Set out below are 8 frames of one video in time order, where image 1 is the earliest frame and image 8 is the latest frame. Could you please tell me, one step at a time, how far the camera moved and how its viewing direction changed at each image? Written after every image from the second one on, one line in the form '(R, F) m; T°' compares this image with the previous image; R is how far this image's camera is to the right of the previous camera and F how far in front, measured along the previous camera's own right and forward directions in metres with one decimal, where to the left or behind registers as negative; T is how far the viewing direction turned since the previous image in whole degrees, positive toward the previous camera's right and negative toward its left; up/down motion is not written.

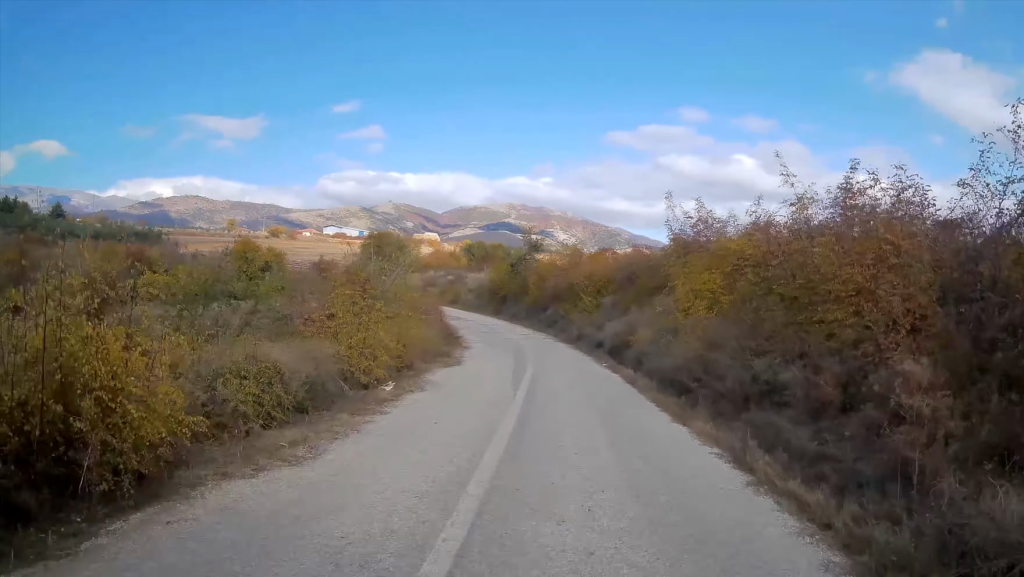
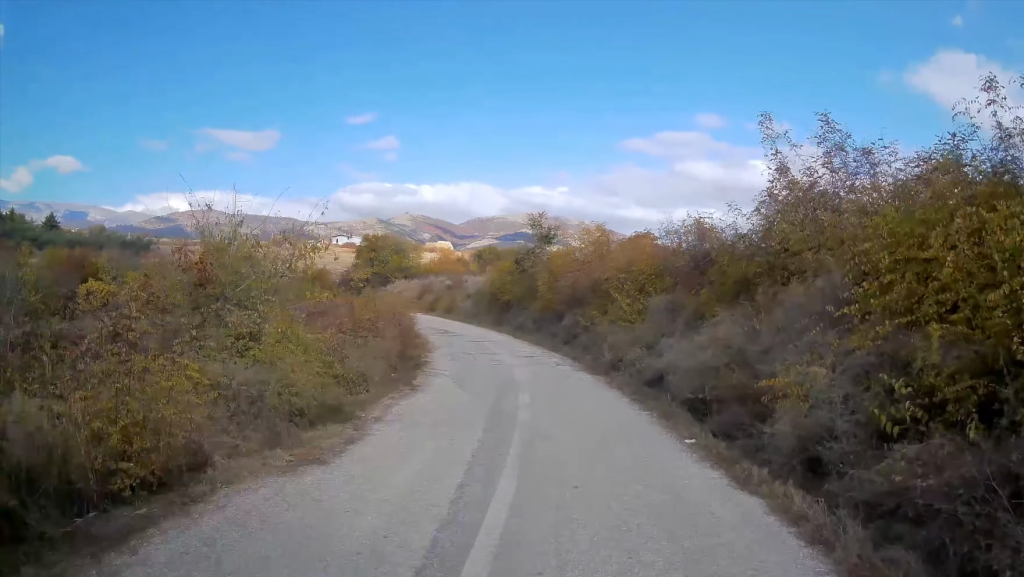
(-0.2, +11.2) m; -3°
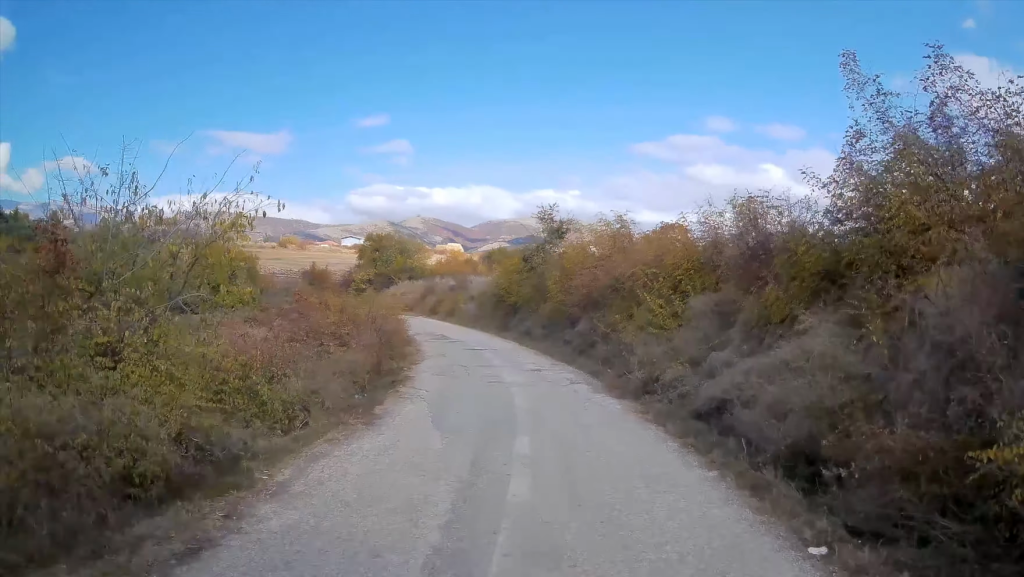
(0.0, +4.0) m; -1°
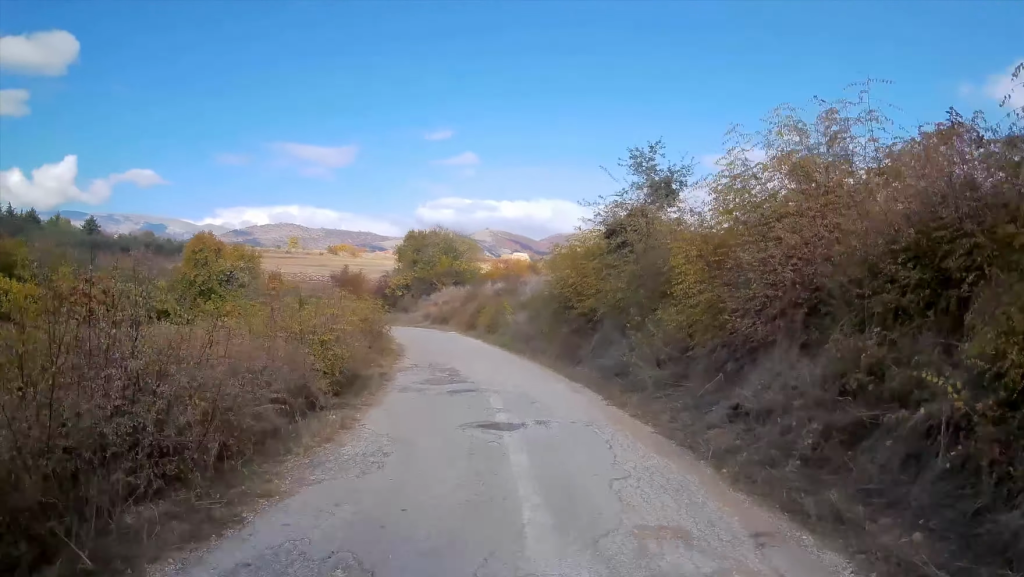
(-0.7, +14.3) m; -5°
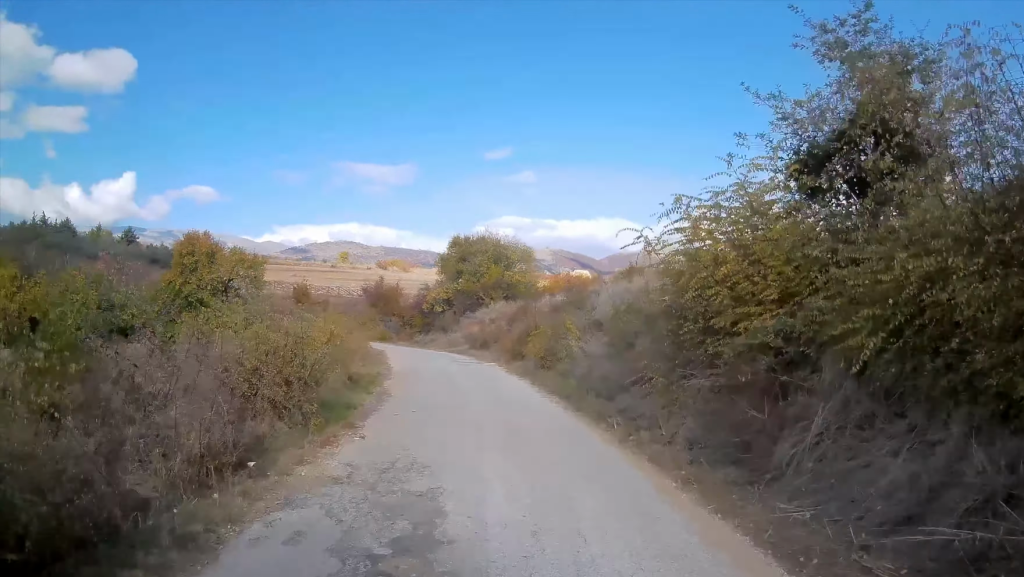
(-0.4, +10.4) m; -6°
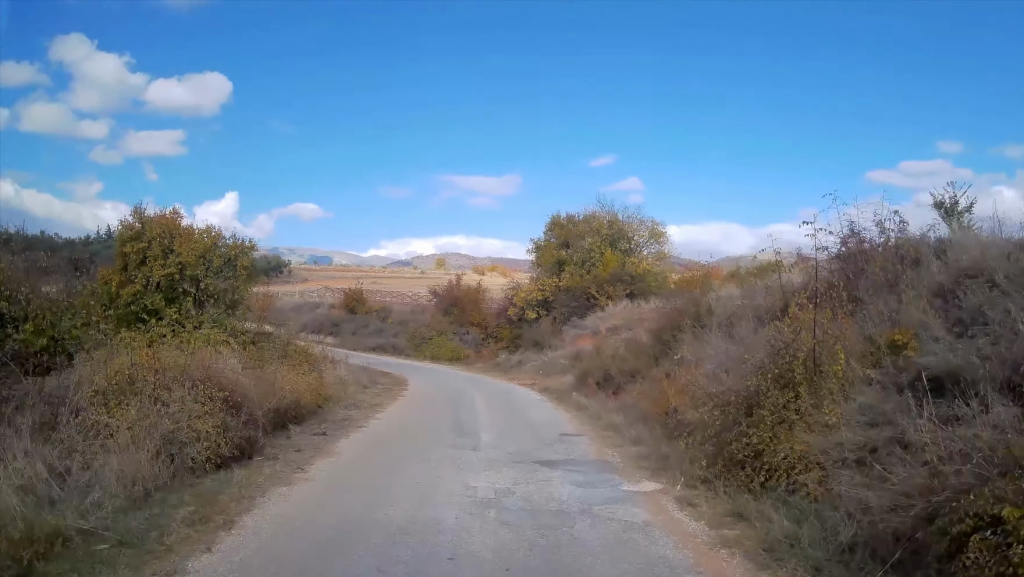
(-1.3, +16.7) m; -8°
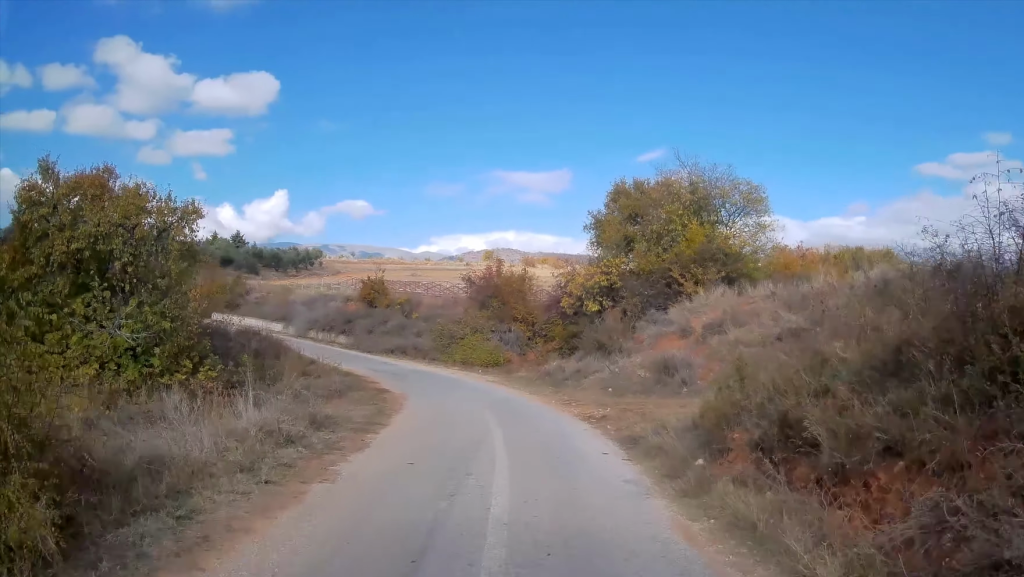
(-0.4, +9.1) m; -4°
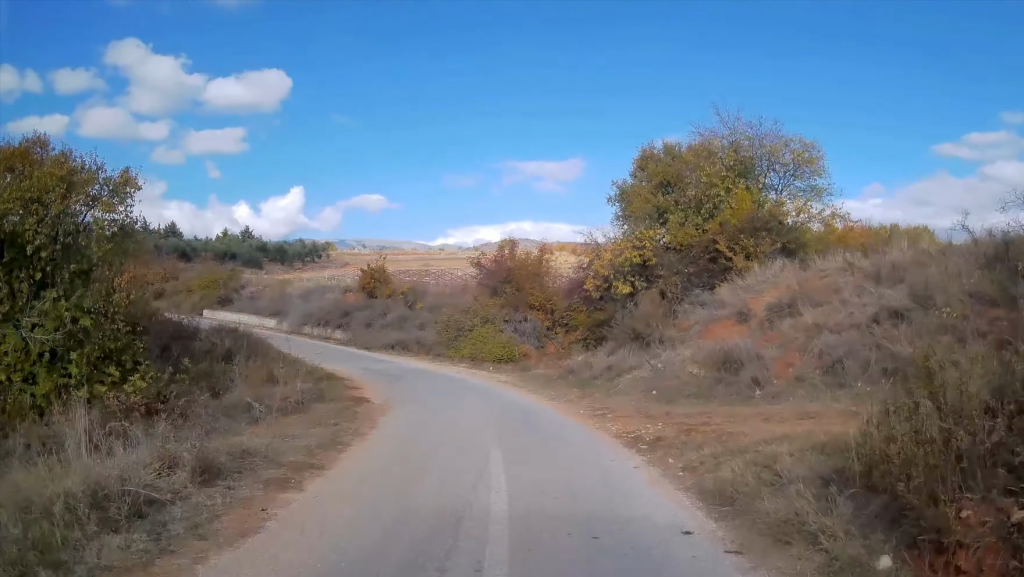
(-0.1, +4.4) m; -2°
